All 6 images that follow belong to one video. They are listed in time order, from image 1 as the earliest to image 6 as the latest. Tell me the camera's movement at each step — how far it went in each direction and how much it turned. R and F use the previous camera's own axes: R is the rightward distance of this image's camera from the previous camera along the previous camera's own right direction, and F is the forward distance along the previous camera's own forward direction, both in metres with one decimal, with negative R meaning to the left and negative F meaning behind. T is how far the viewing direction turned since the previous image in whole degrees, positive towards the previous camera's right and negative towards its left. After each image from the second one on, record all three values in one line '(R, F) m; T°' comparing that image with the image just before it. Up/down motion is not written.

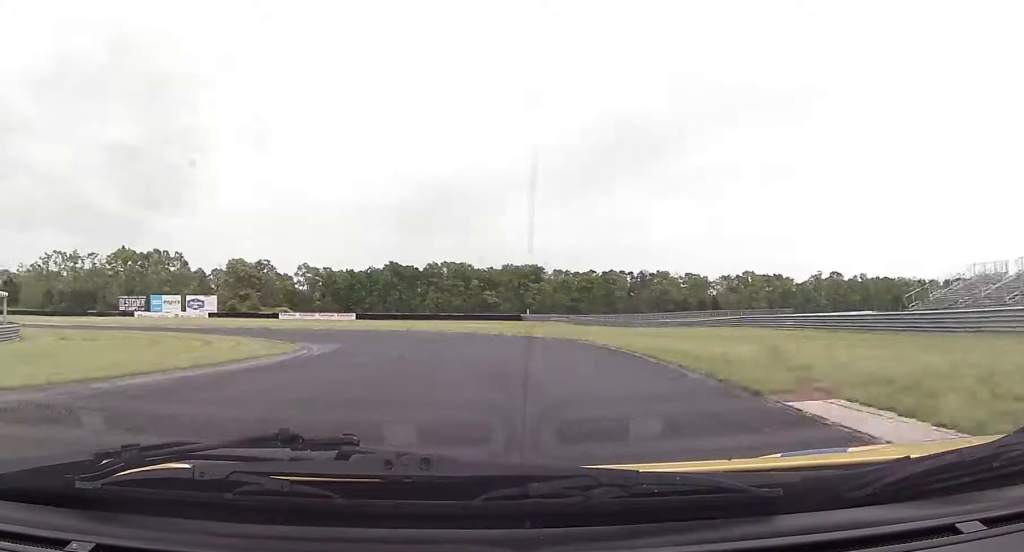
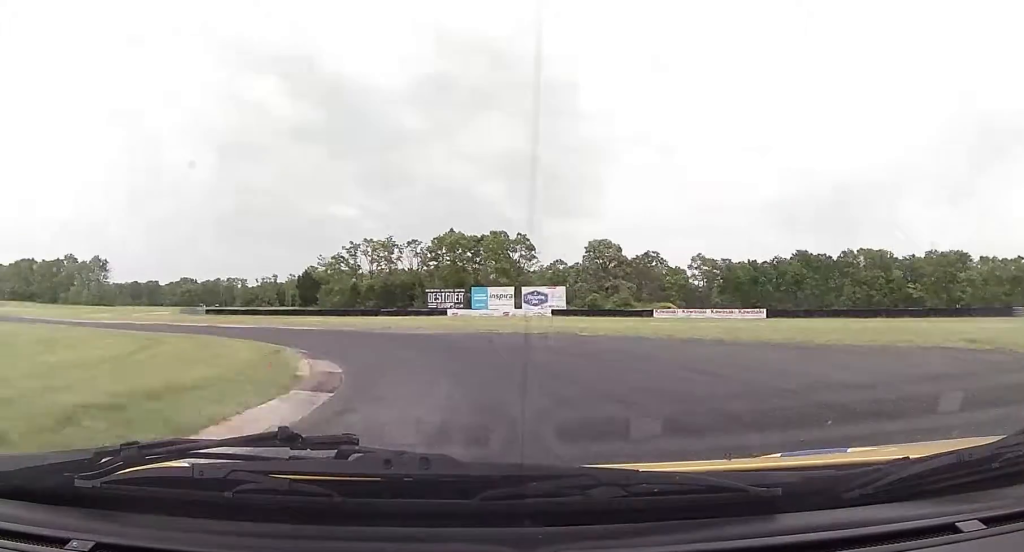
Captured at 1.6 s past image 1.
(-6.0, +38.6) m; -24°
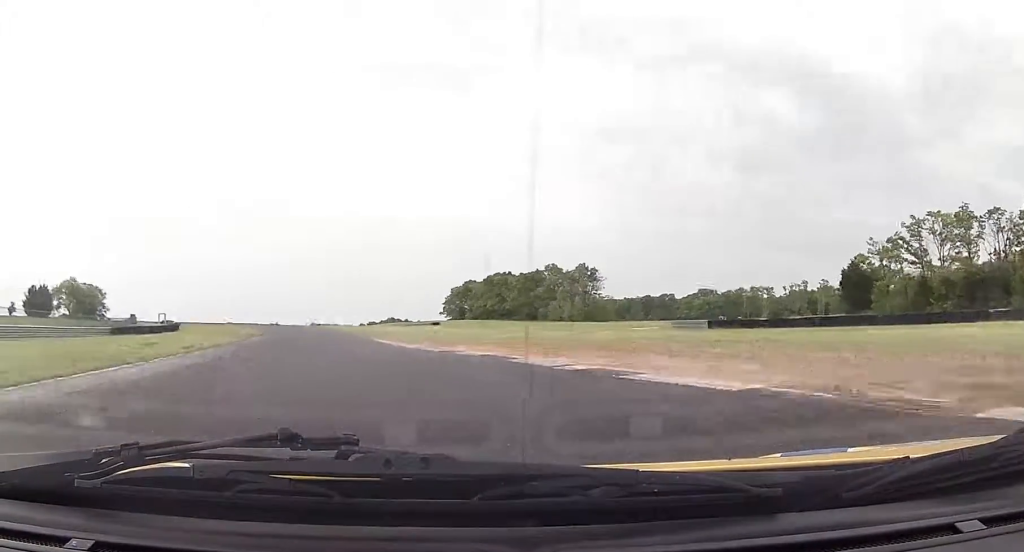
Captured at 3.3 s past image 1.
(-14.6, +38.0) m; -41°
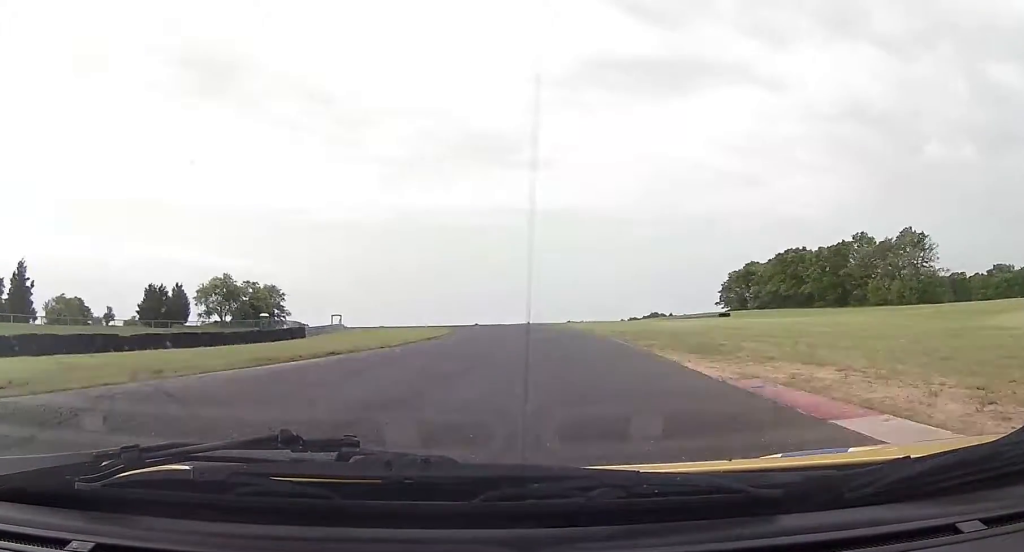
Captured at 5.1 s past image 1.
(-14.2, +46.4) m; -27°
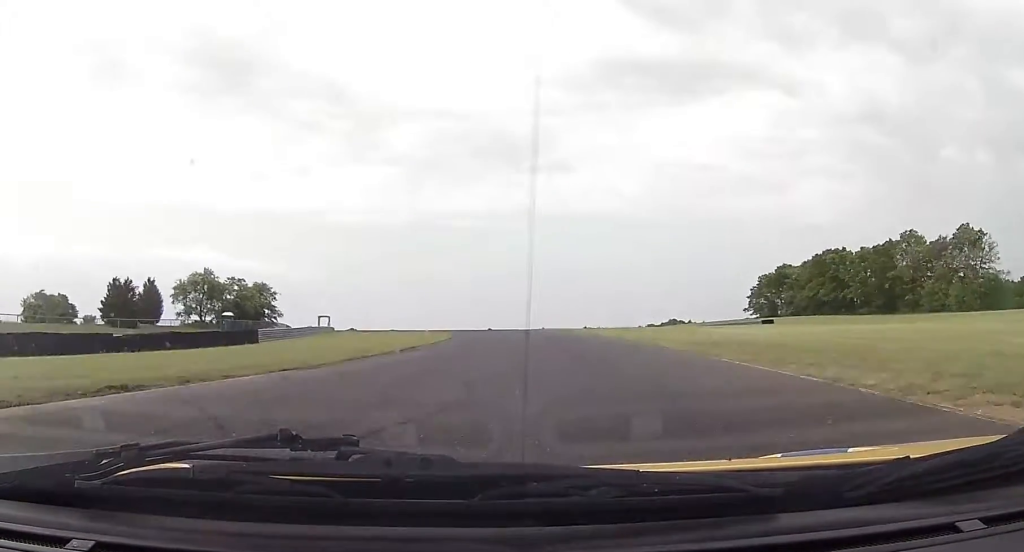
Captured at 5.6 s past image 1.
(-1.1, +16.1) m; -3°
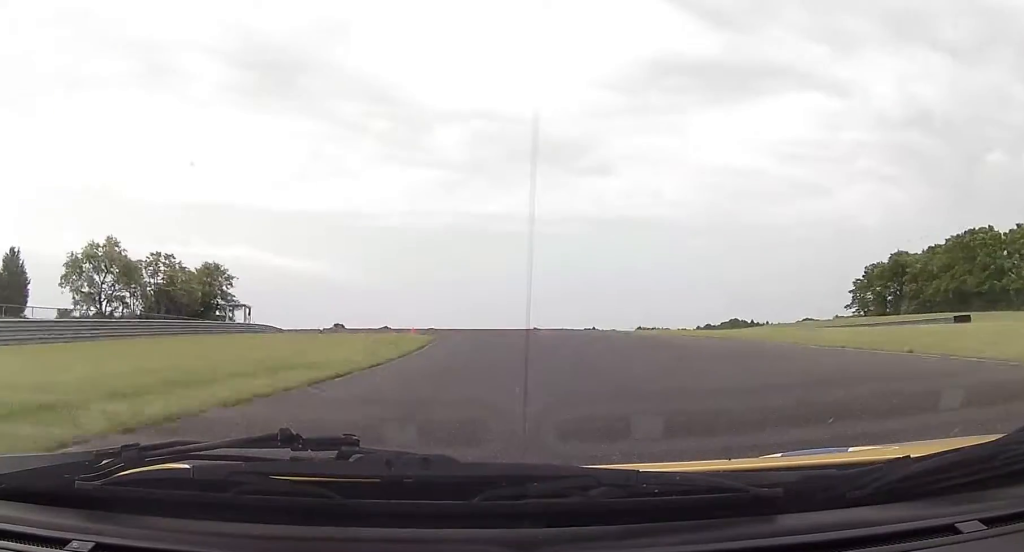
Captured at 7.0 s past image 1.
(-1.7, +45.3) m; -3°
